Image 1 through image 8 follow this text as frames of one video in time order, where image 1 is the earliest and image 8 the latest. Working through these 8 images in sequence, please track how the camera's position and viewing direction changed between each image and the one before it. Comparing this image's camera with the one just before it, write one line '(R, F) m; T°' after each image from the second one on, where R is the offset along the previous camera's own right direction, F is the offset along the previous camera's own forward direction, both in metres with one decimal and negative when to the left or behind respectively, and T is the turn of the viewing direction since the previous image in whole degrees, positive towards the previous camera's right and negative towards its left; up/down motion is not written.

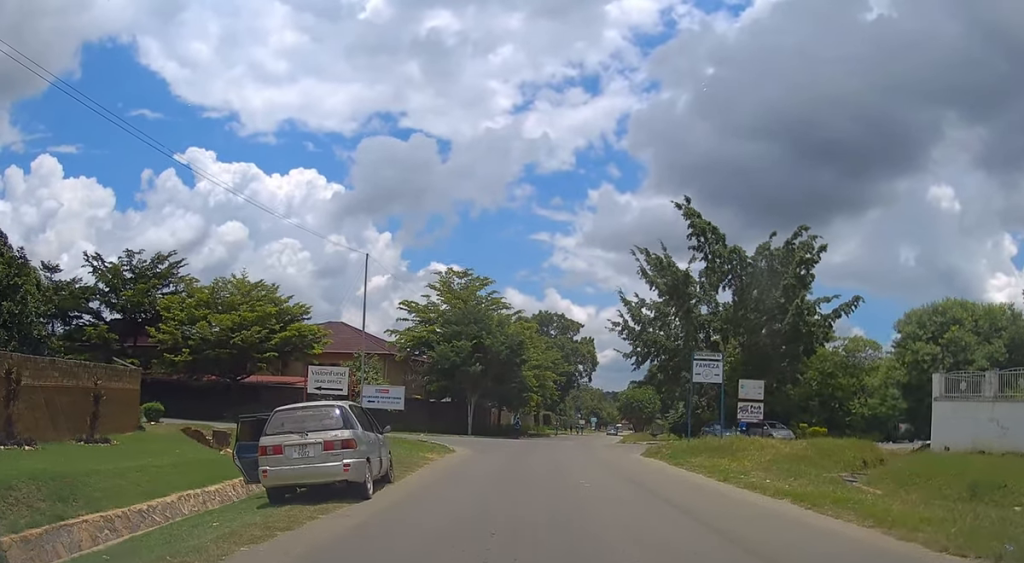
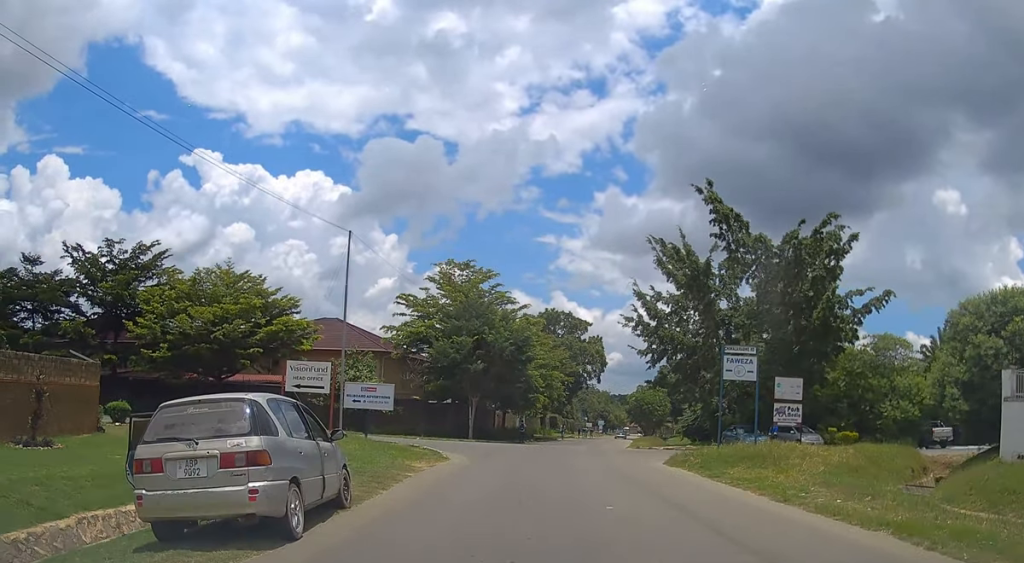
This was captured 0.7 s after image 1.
(0.0, +3.6) m; -1°
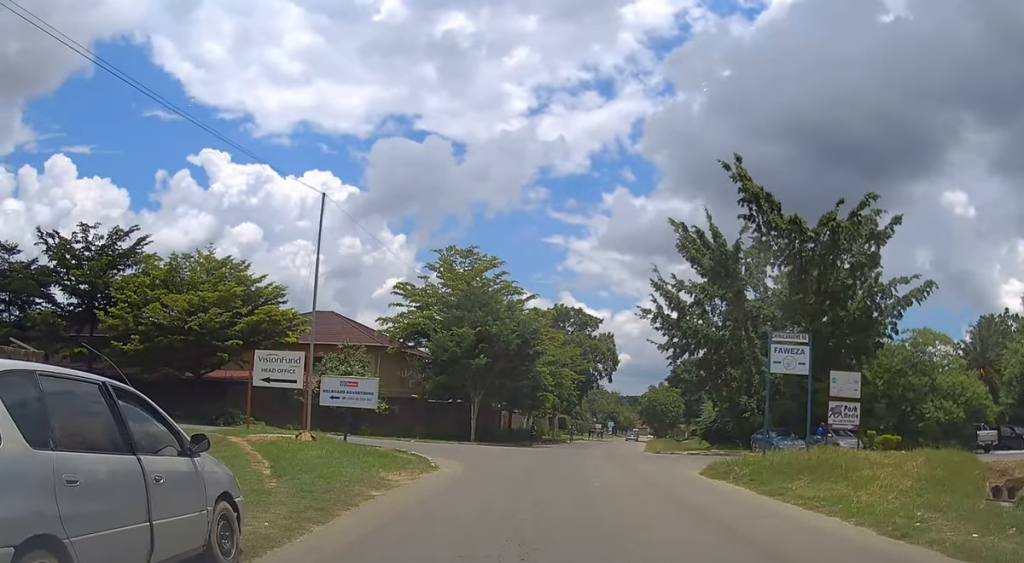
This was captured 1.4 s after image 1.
(0.0, +4.2) m; -1°
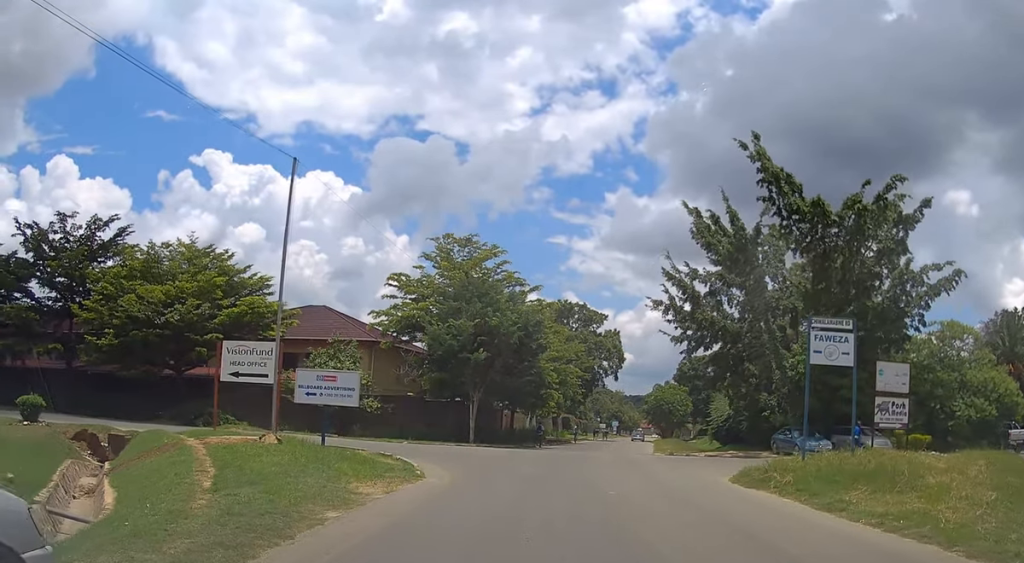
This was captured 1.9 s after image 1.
(0.0, +2.9) m; 0°
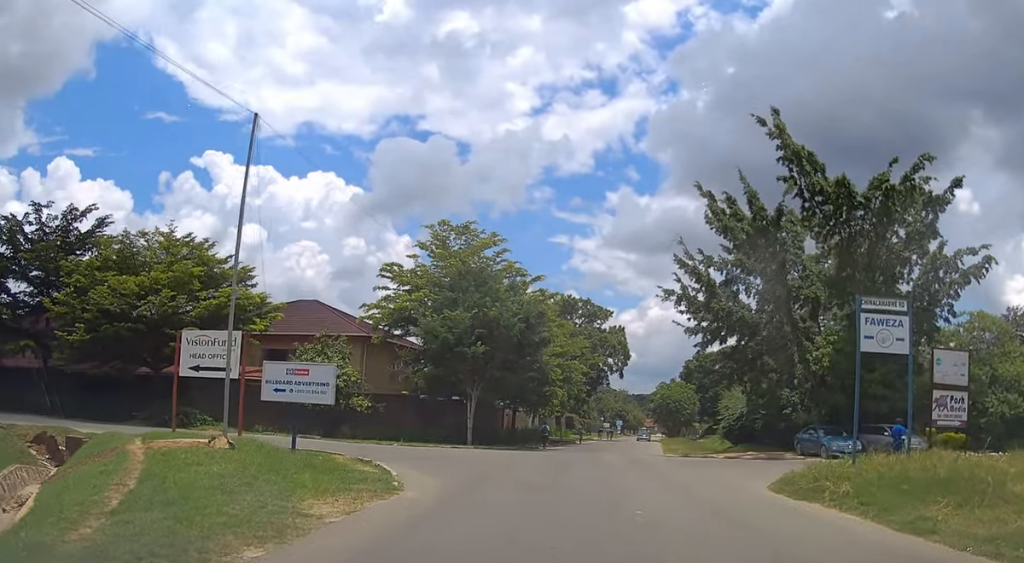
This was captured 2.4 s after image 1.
(0.0, +2.8) m; 0°
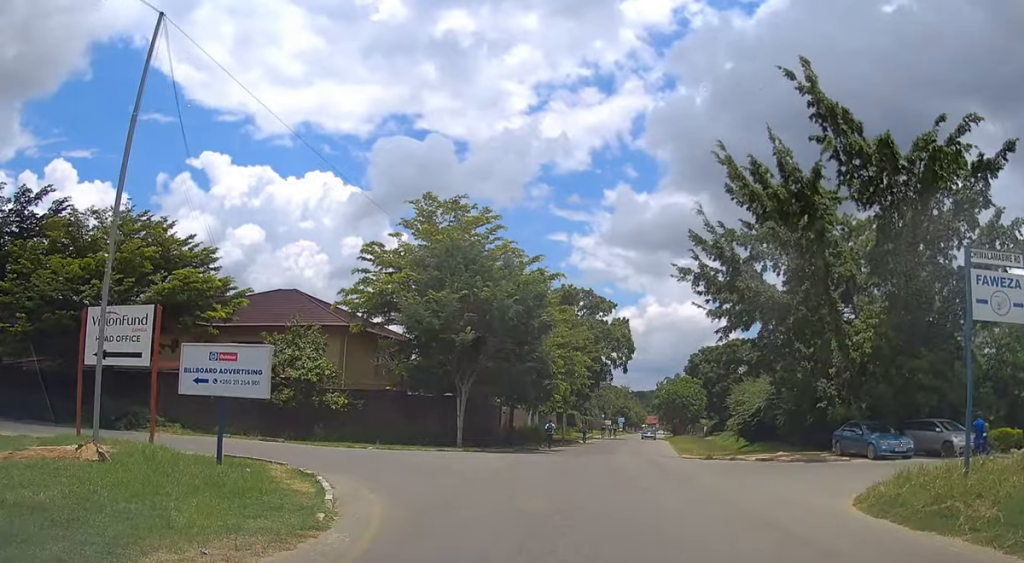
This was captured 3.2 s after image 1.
(0.0, +4.6) m; +1°
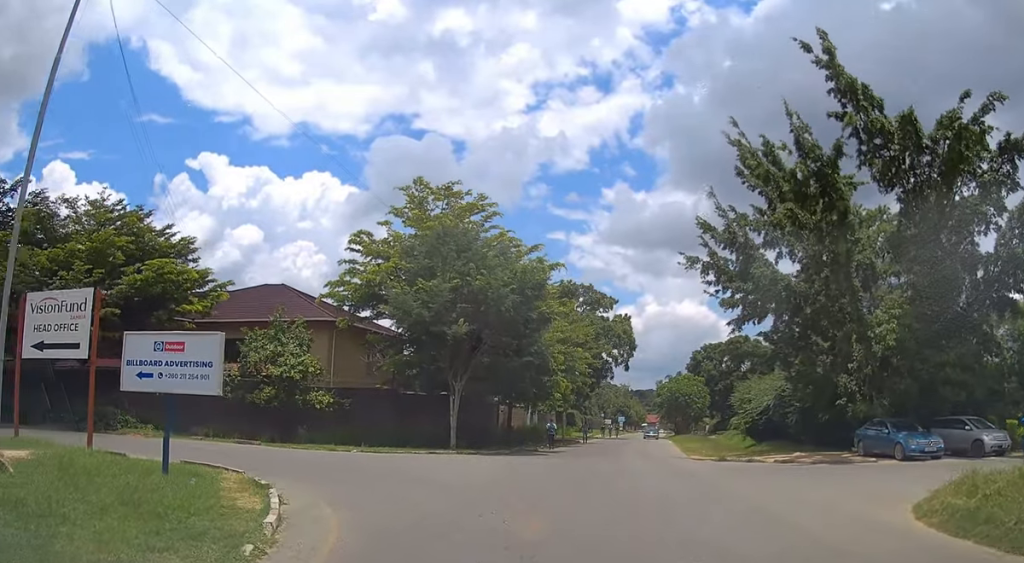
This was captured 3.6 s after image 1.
(0.0, +2.5) m; +1°
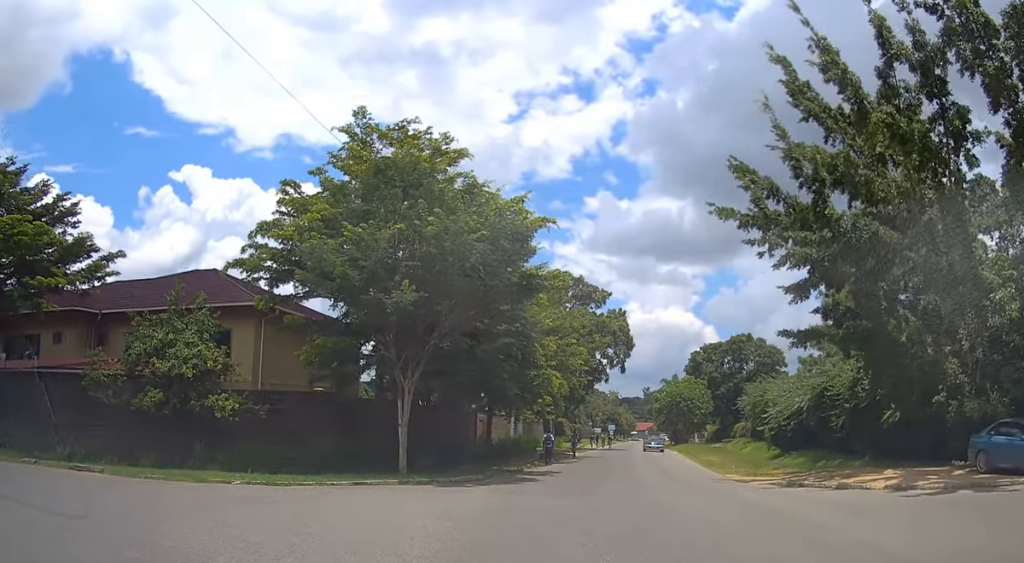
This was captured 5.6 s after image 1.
(+0.2, +9.9) m; +2°
